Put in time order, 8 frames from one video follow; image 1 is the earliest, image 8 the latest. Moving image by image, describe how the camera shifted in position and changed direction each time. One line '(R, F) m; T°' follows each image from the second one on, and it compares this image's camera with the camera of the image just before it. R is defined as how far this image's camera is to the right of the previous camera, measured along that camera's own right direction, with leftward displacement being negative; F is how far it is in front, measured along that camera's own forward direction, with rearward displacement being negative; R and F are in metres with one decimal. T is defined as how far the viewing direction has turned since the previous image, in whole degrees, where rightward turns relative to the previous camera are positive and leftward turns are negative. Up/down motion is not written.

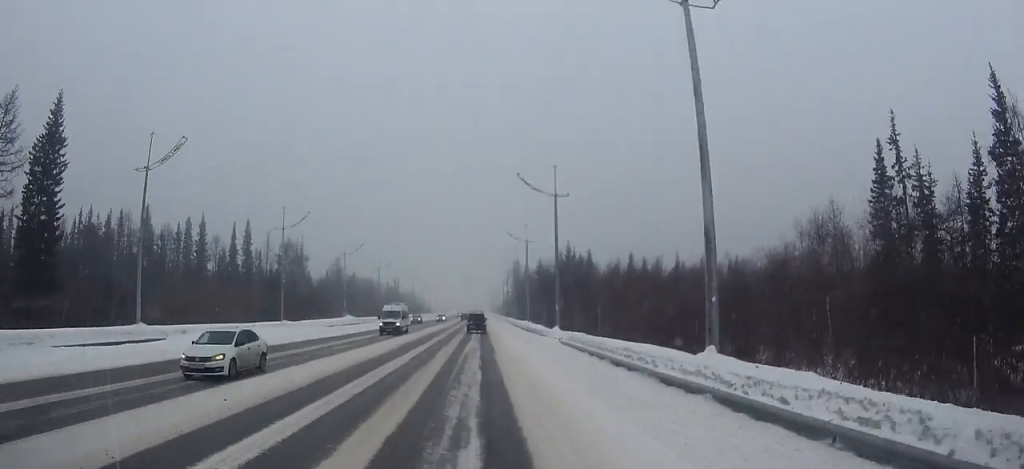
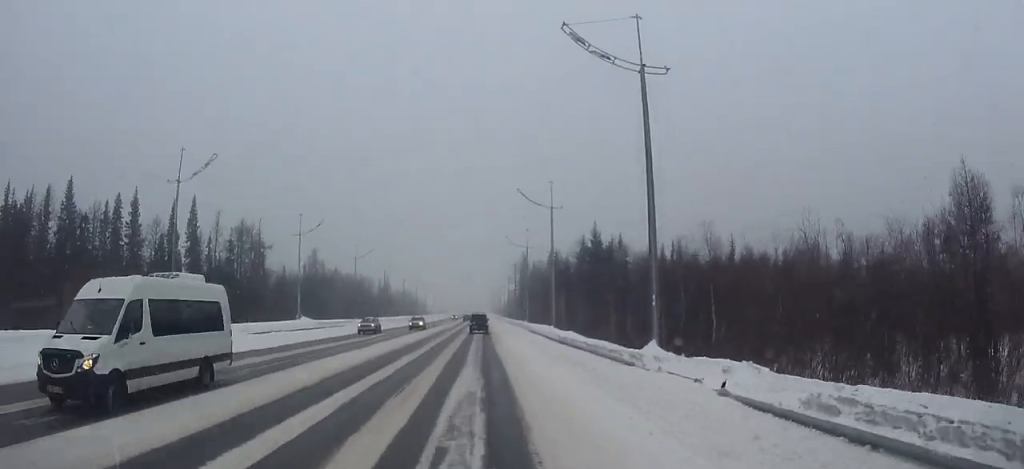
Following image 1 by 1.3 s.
(0.0, +20.7) m; 0°
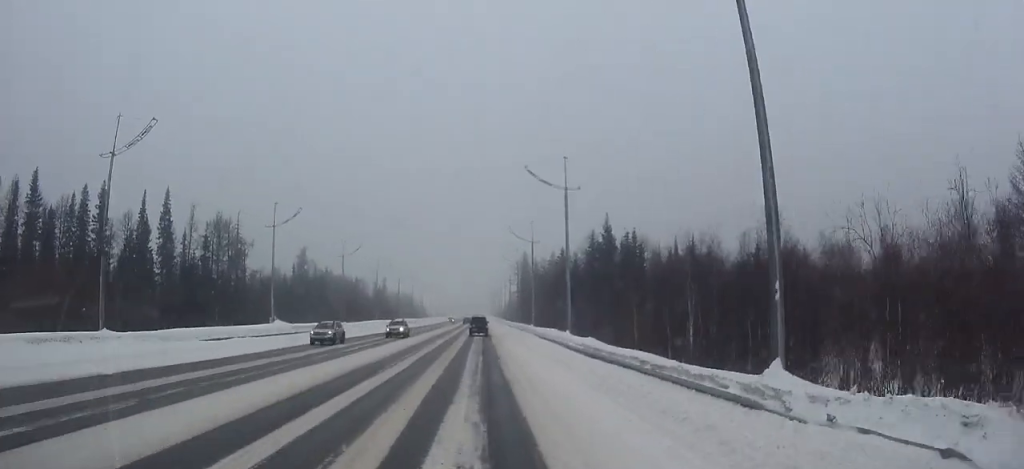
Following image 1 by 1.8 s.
(0.0, +7.5) m; 0°
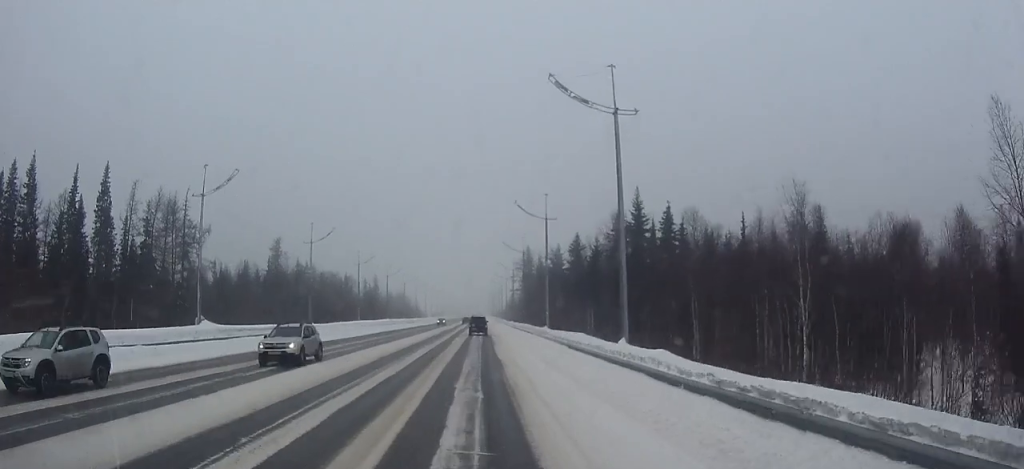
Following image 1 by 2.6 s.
(0.0, +13.9) m; 0°
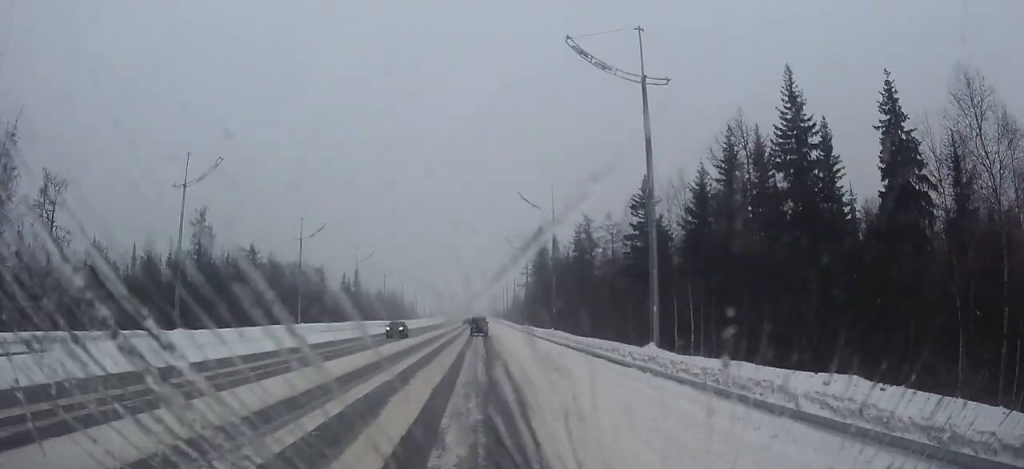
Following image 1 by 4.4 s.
(0.0, +28.4) m; 0°
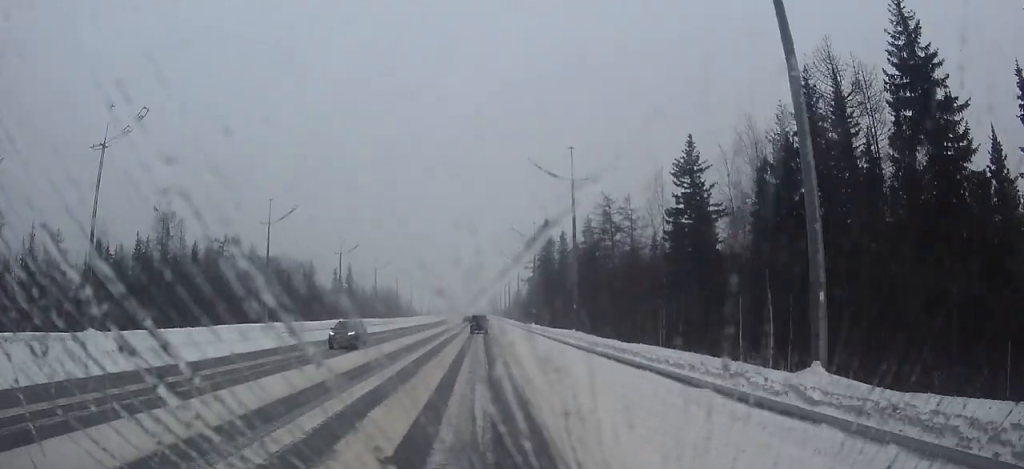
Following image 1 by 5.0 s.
(0.0, +9.1) m; 0°
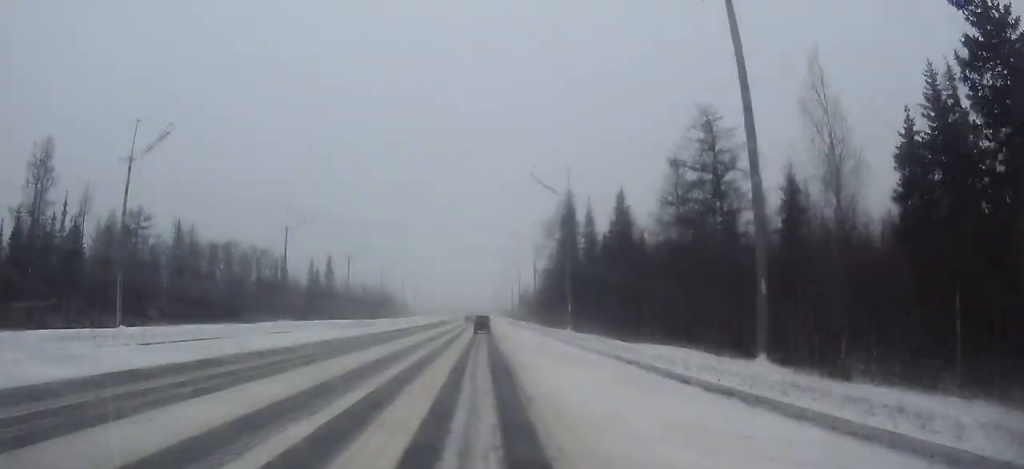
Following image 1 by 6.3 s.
(0.0, +22.1) m; 0°
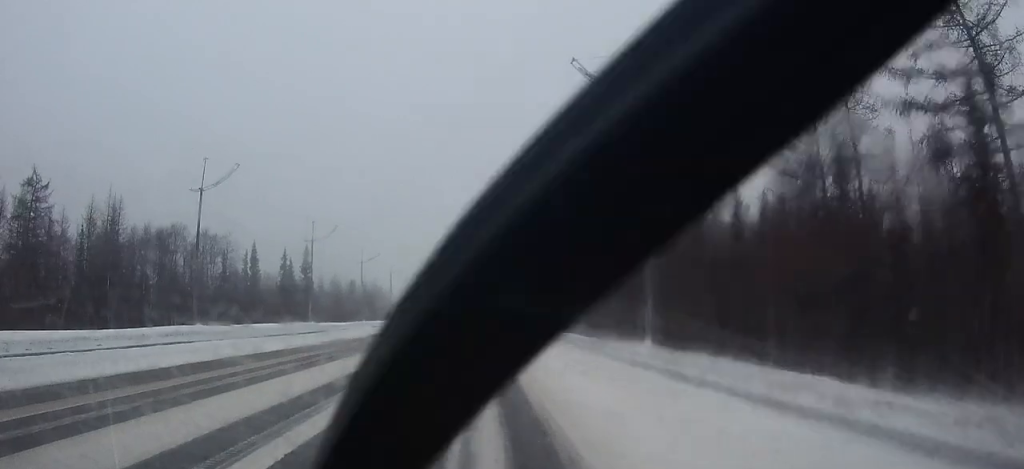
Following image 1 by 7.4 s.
(0.0, +17.3) m; 0°
